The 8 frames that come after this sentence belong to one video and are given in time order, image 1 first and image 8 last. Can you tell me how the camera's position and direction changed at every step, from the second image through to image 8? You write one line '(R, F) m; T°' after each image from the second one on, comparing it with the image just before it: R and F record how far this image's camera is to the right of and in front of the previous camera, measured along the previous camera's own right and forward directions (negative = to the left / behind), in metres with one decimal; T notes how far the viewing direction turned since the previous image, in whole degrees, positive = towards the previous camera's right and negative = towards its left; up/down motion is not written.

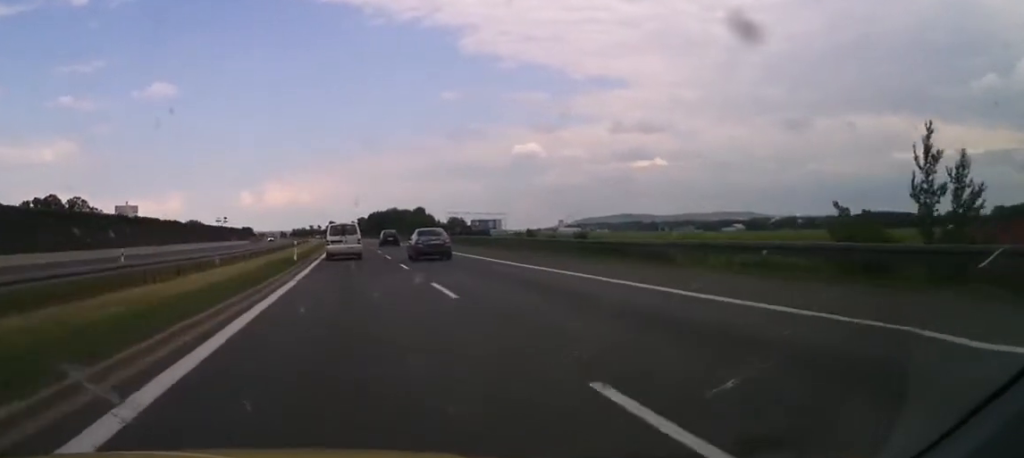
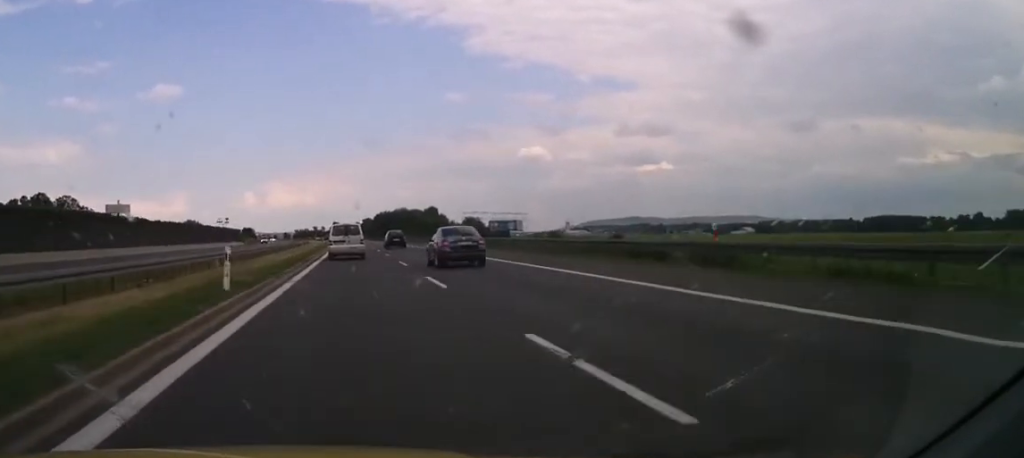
(+0.1, +21.2) m; 0°
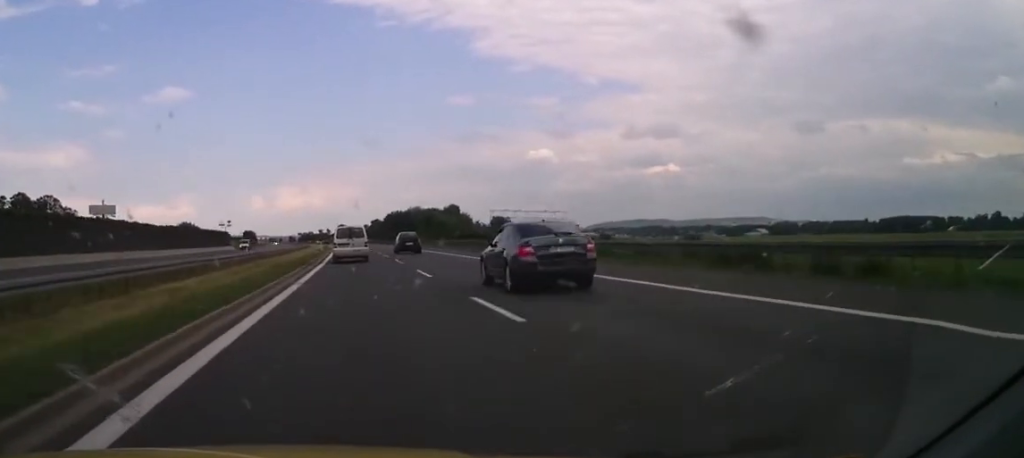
(-0.4, +30.4) m; -1°
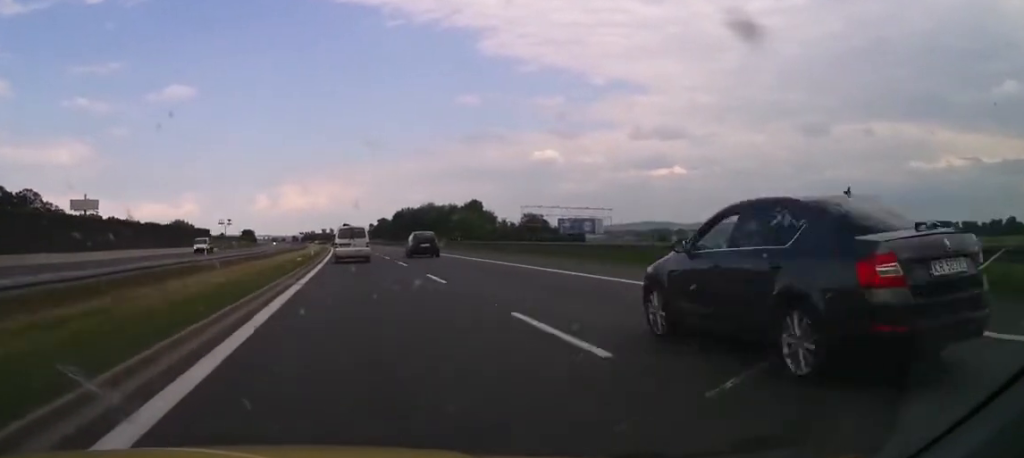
(-0.1, +26.5) m; 0°
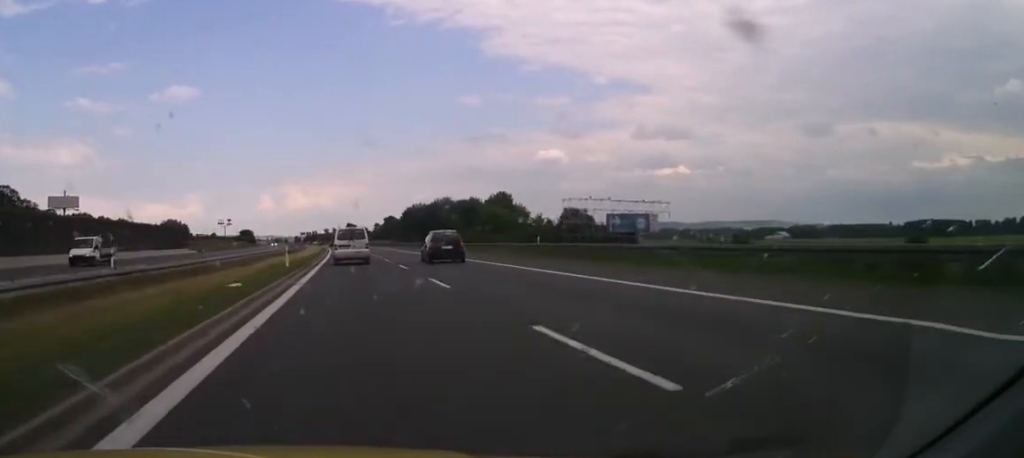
(0.0, +25.2) m; 0°
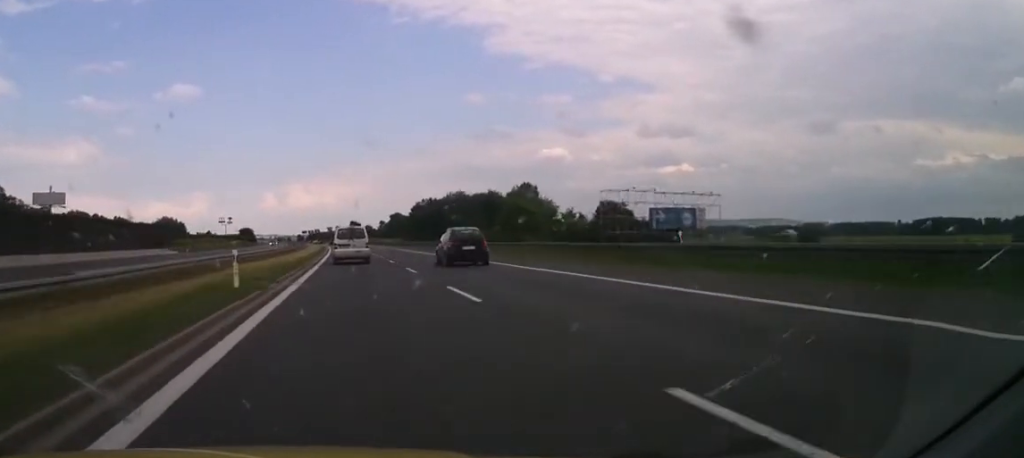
(0.0, +15.9) m; 0°
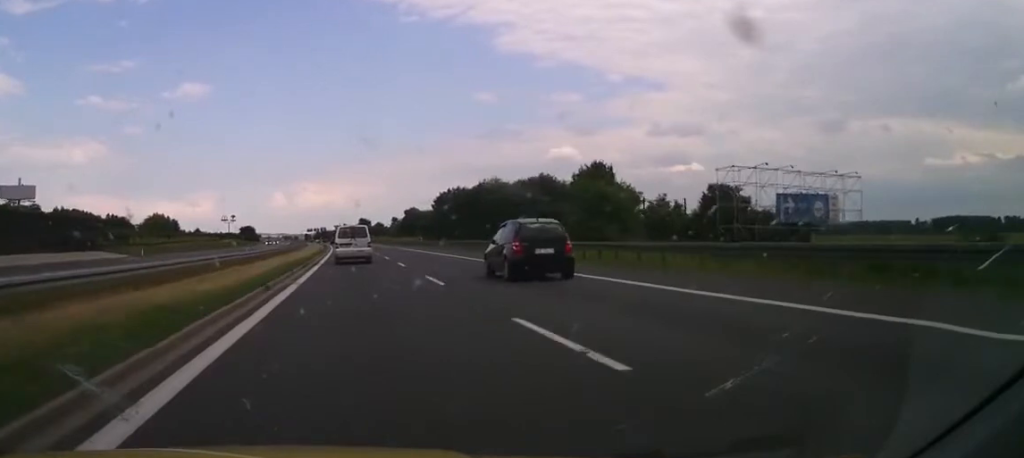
(-0.1, +30.6) m; -1°
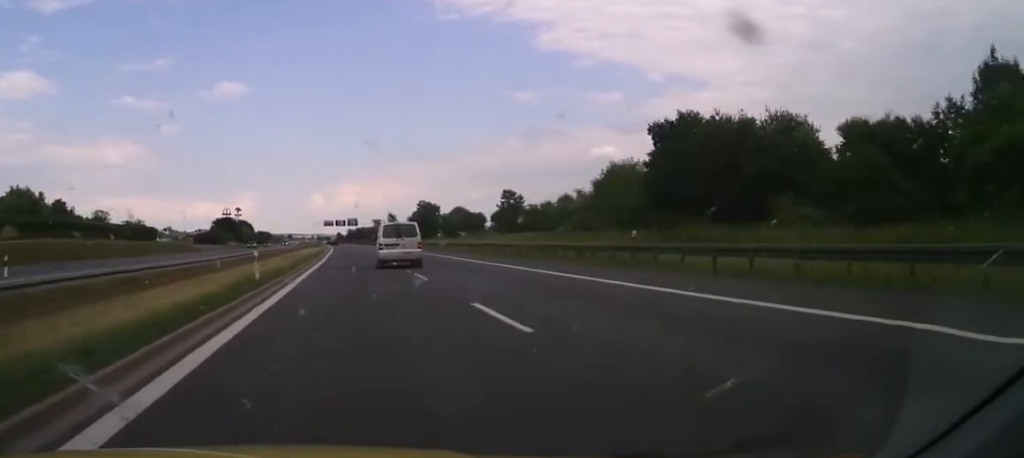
(-4.5, +163.6) m; -3°
